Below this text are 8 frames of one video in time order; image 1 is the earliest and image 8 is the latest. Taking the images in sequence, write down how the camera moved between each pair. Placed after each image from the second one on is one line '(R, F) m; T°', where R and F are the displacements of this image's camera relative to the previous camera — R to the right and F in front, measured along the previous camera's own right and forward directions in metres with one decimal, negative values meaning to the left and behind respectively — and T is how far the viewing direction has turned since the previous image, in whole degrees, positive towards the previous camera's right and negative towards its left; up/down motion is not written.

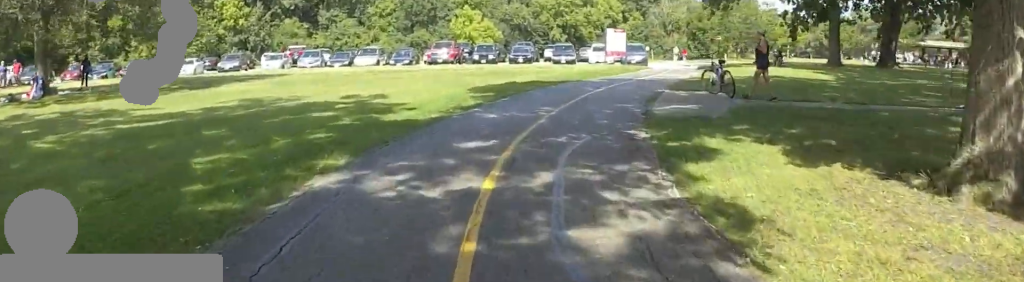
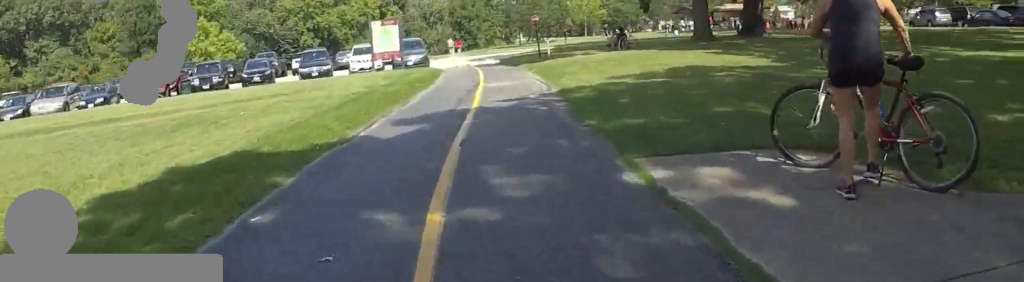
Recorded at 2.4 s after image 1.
(+3.9, +11.3) m; +22°
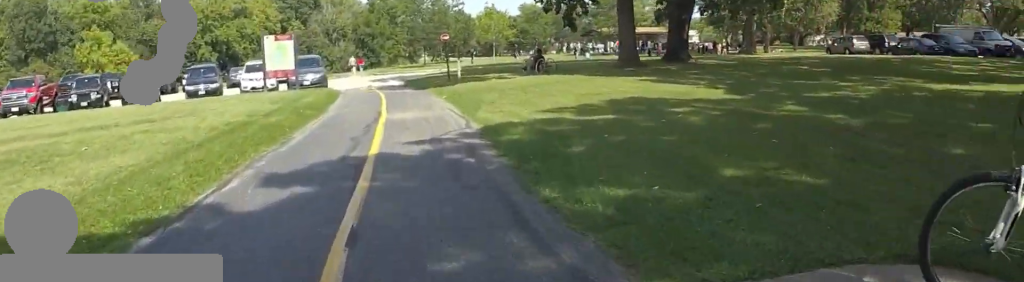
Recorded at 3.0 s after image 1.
(-0.7, +2.7) m; 0°
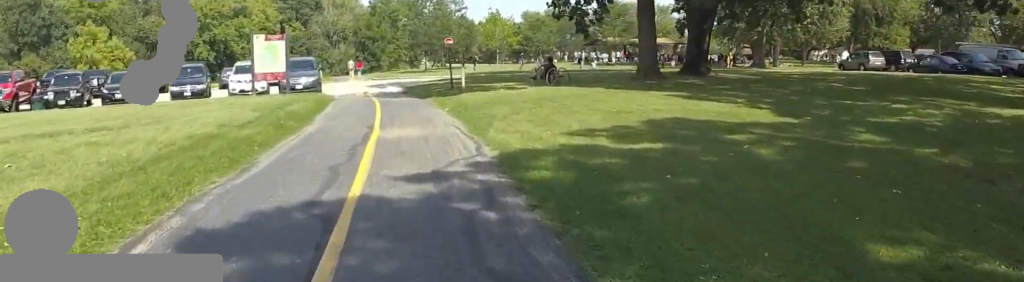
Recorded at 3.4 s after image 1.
(+0.3, +2.1) m; 0°
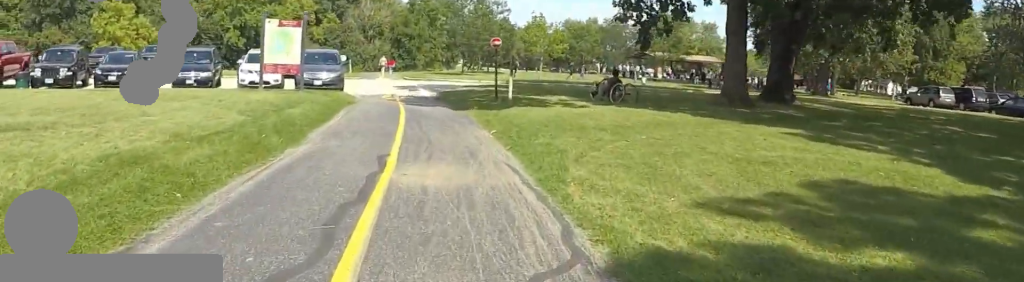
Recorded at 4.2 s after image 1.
(+0.7, +3.7) m; -2°
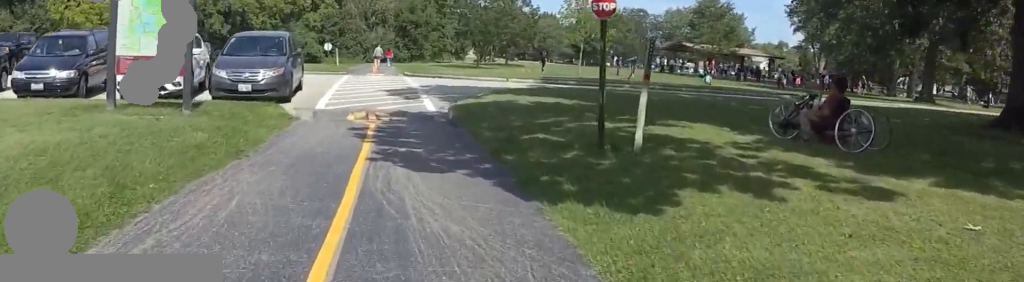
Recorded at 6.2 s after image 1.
(-2.1, +10.5) m; +2°
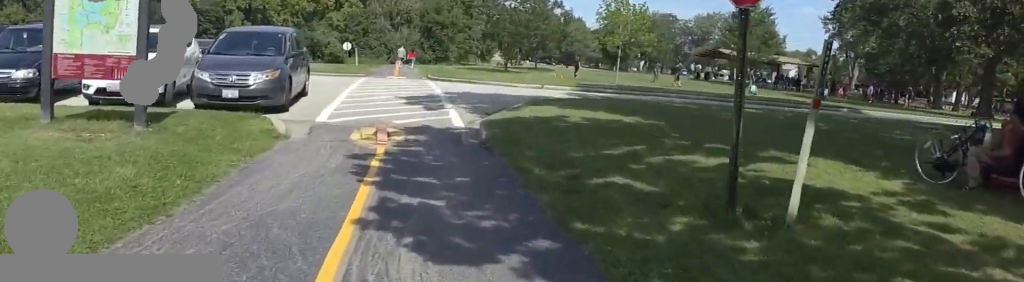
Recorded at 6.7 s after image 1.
(+0.7, +2.8) m; +2°
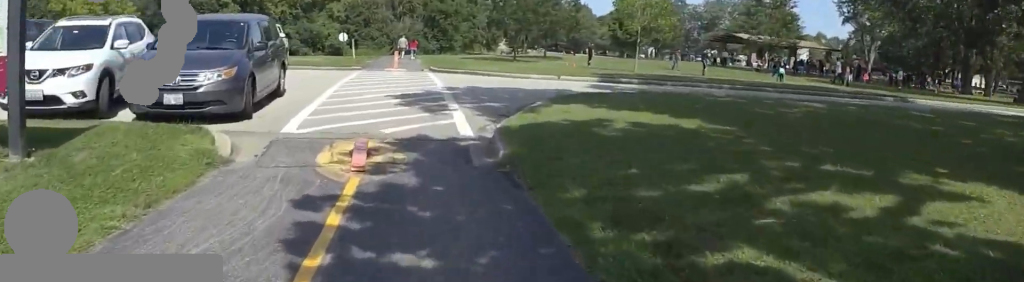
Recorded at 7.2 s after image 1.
(+0.3, +2.8) m; 0°
